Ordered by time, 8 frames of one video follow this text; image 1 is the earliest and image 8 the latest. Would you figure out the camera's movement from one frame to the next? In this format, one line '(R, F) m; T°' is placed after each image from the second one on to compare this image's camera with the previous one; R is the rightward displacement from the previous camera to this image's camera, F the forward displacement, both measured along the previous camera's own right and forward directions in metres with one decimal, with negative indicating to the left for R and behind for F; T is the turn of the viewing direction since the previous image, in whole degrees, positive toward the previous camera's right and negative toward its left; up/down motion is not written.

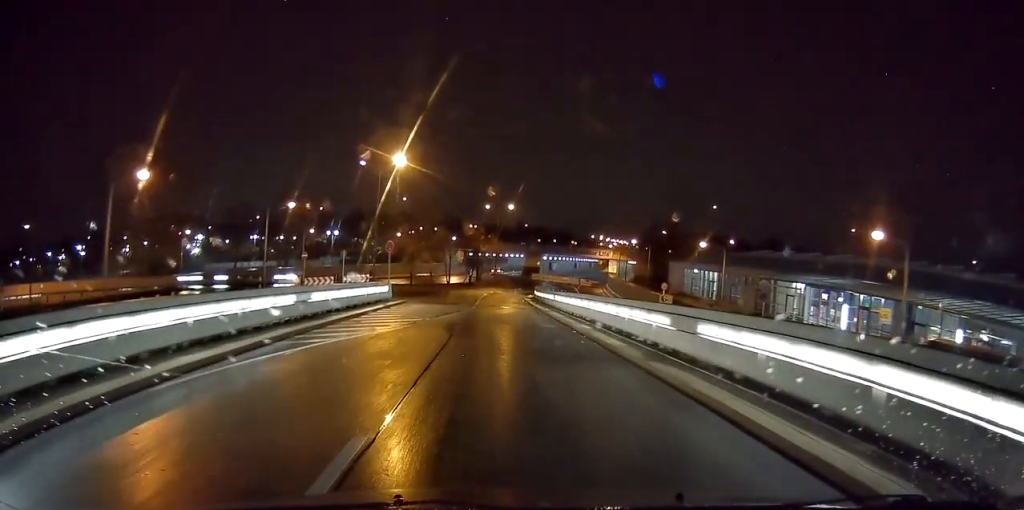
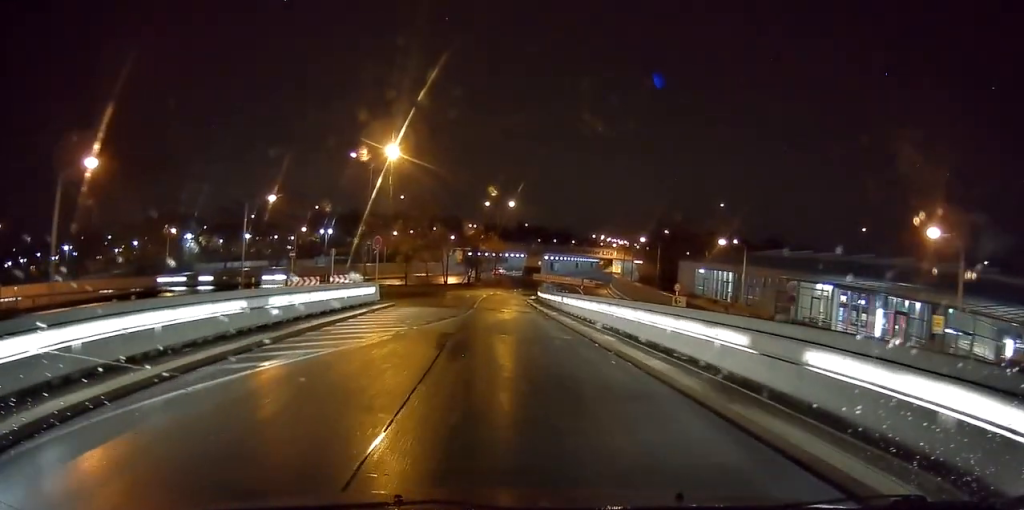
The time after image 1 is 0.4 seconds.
(-0.2, +3.5) m; -1°
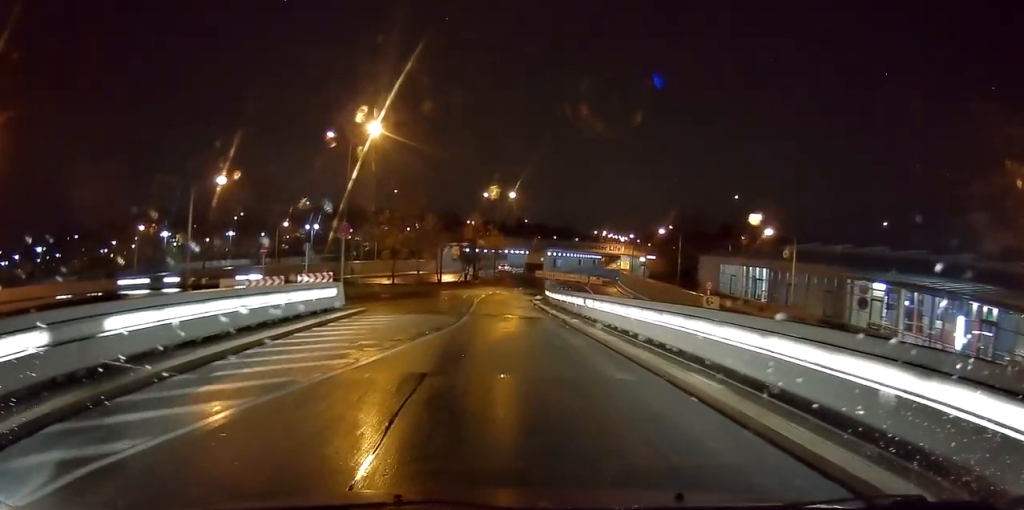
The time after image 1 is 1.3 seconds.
(-0.1, +6.7) m; 0°
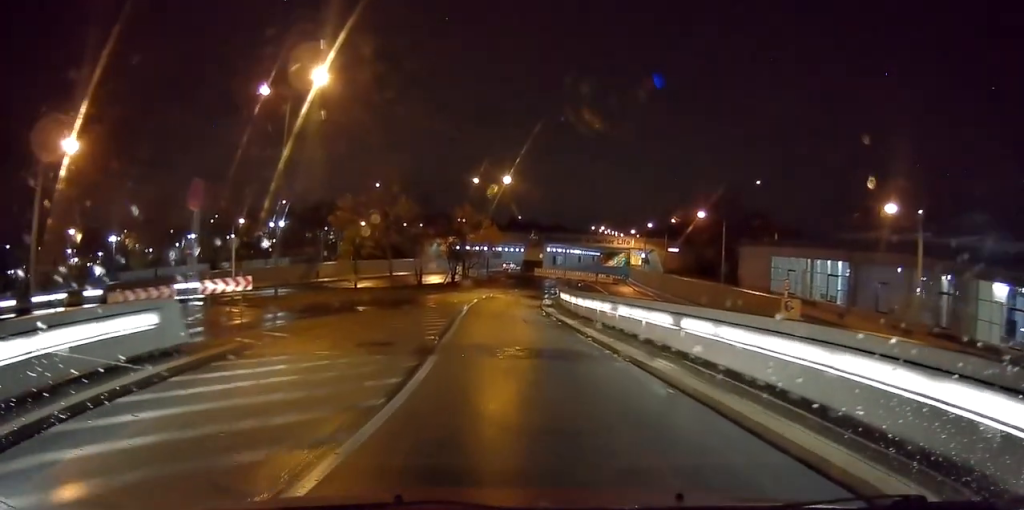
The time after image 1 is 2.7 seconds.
(+0.2, +11.0) m; +1°
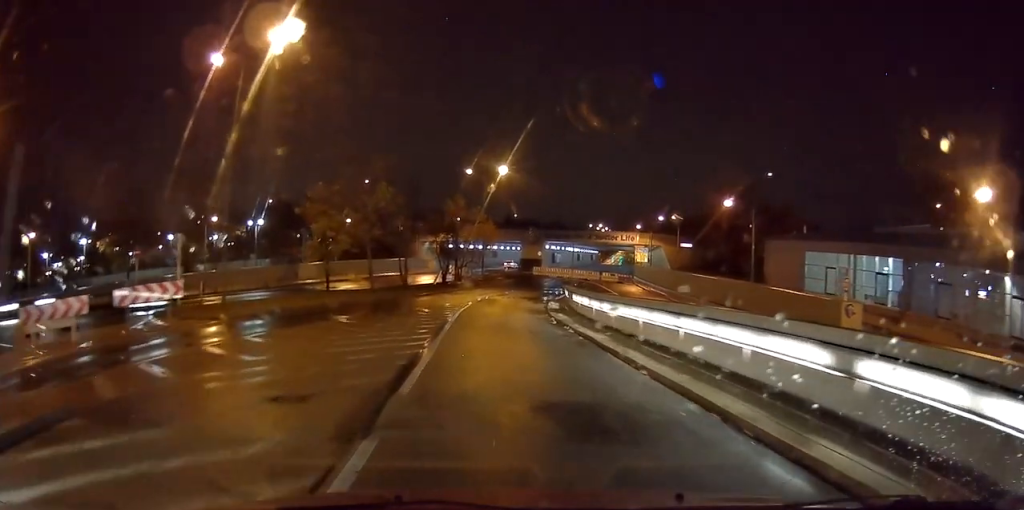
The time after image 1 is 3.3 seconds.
(0.0, +5.1) m; 0°
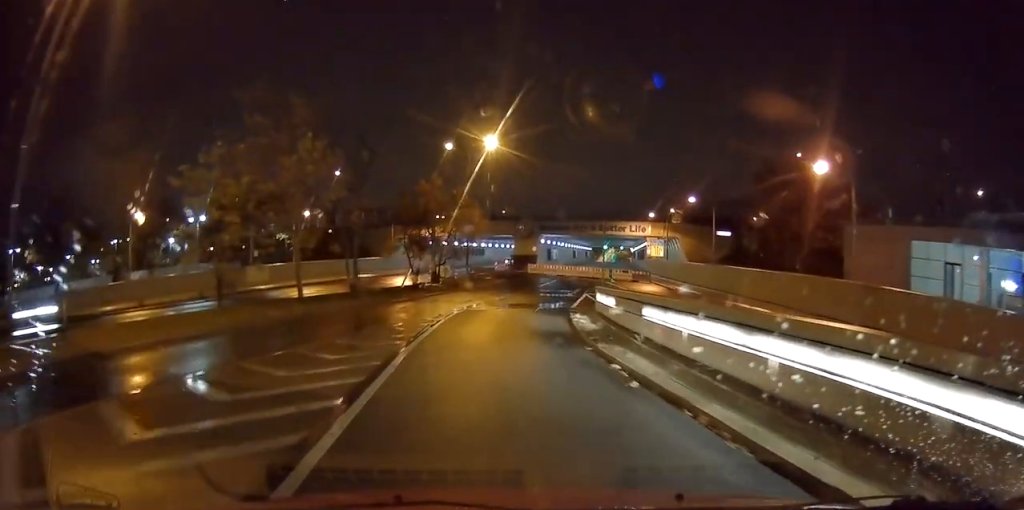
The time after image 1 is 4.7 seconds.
(+0.1, +11.7) m; +2°
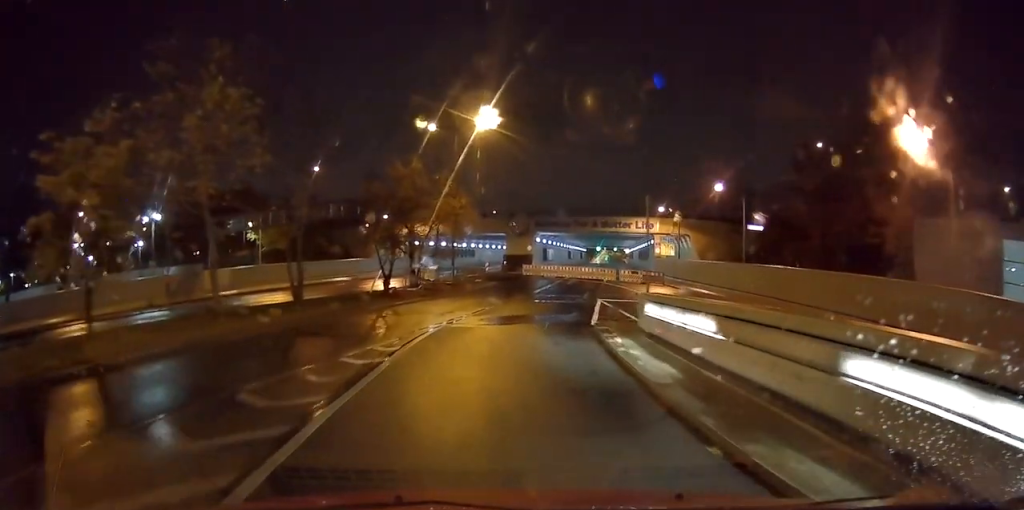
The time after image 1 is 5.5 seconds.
(+0.1, +7.2) m; +2°
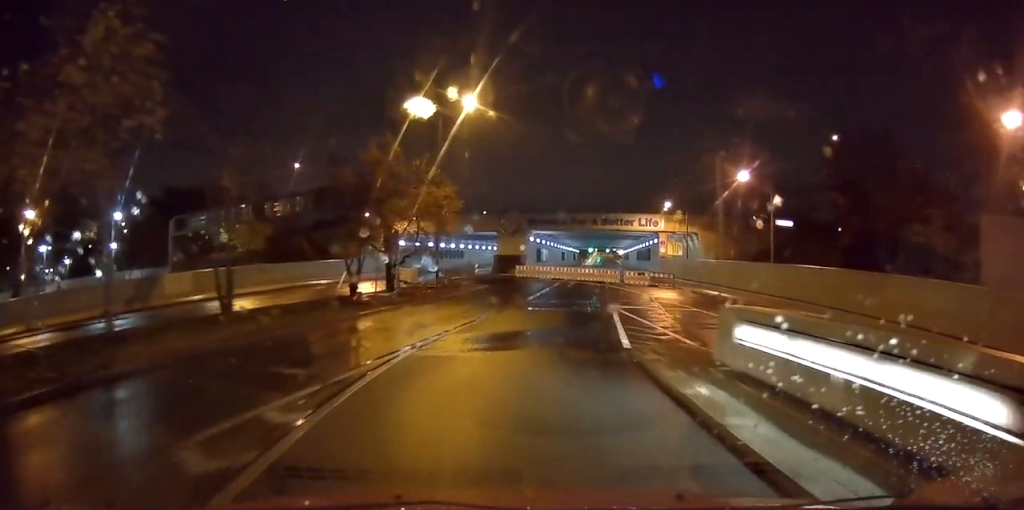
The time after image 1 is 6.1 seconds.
(+0.1, +5.1) m; +1°
